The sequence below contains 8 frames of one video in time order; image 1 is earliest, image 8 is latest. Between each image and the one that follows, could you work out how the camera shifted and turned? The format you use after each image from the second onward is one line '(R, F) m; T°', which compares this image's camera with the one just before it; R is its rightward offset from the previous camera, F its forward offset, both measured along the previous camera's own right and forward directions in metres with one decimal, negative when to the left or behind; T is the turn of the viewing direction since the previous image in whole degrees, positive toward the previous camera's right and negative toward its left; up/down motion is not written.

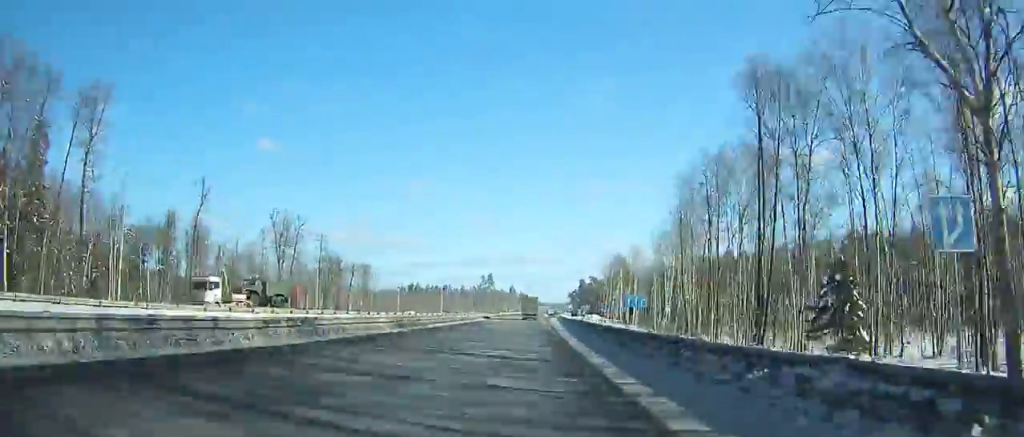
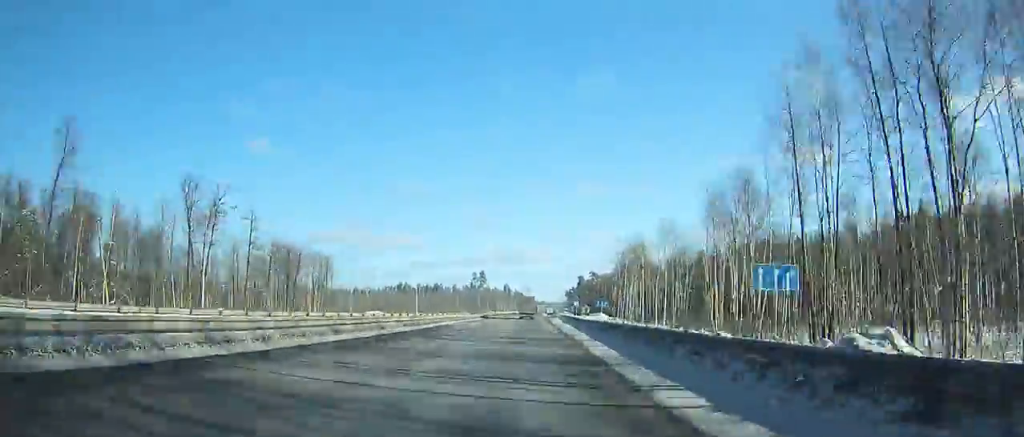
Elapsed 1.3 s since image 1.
(+2.9, +28.3) m; -2°
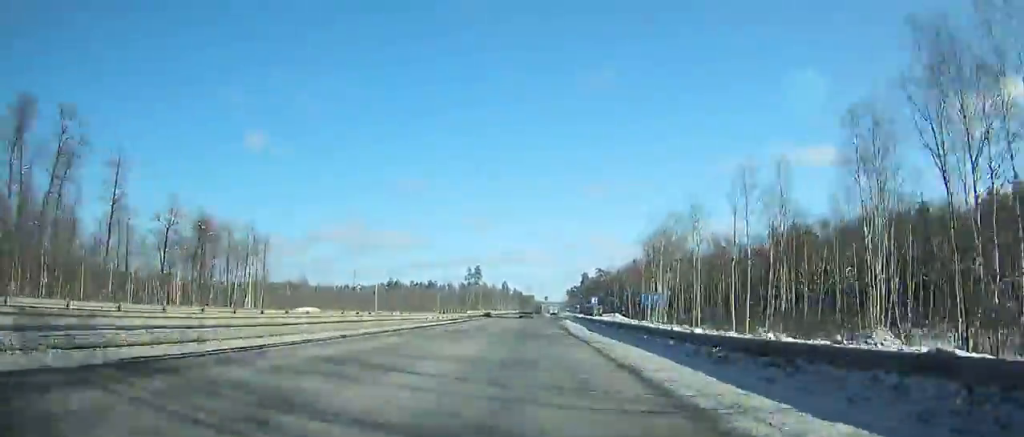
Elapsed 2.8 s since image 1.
(-2.8, +32.7) m; -2°
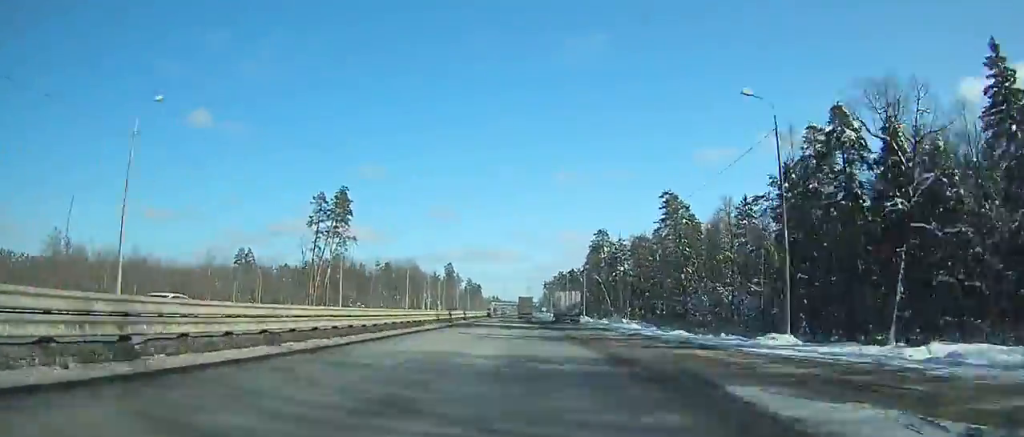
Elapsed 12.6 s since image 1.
(-2.9, +213.1) m; +4°
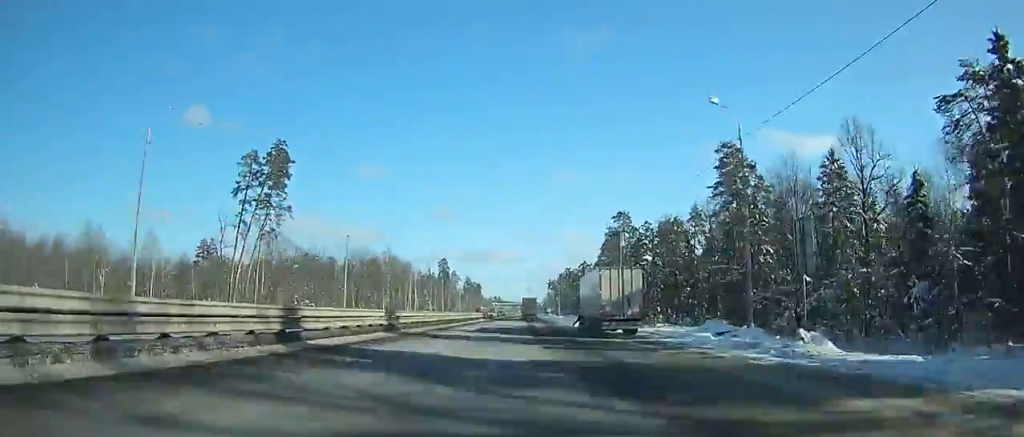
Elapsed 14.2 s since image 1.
(+0.8, +36.2) m; +2°
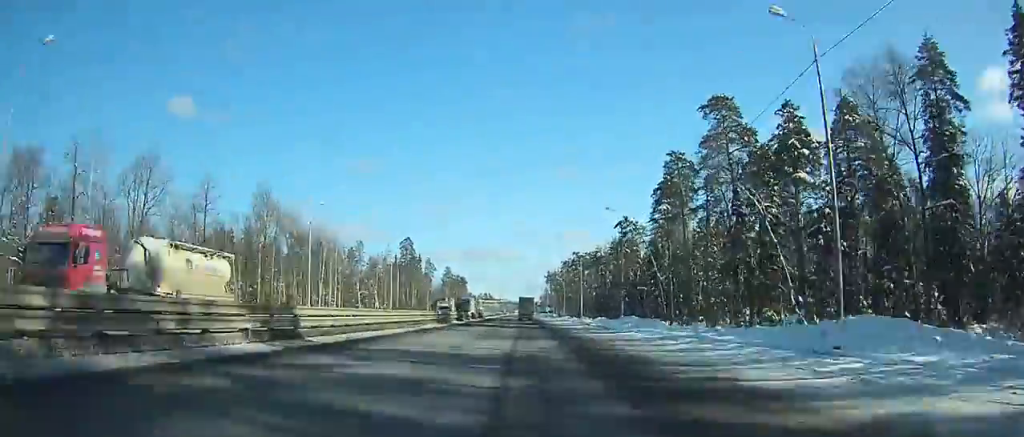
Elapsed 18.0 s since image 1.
(+1.3, +89.1) m; 0°
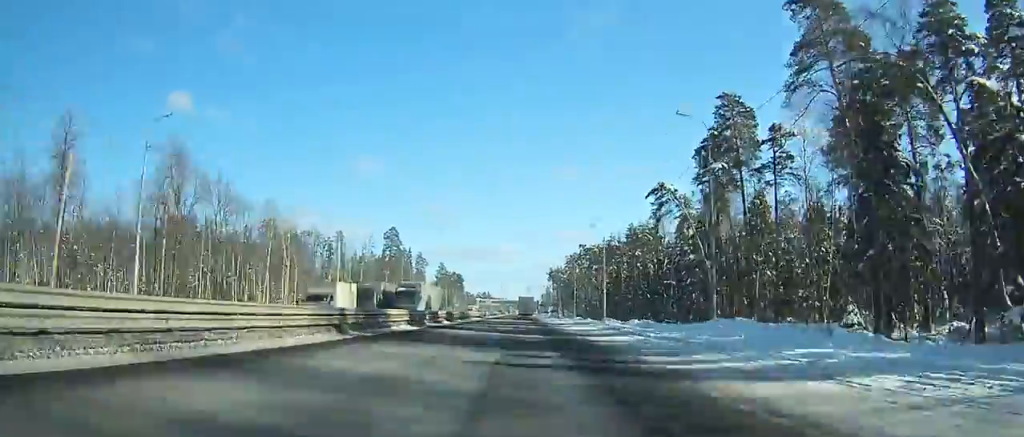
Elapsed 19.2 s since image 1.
(+0.3, +28.5) m; 0°
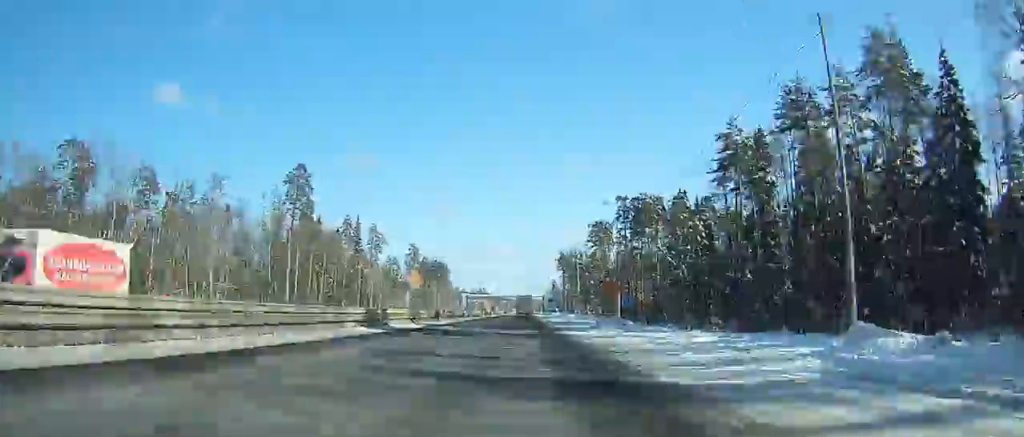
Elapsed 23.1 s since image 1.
(-1.5, +91.5) m; -1°
